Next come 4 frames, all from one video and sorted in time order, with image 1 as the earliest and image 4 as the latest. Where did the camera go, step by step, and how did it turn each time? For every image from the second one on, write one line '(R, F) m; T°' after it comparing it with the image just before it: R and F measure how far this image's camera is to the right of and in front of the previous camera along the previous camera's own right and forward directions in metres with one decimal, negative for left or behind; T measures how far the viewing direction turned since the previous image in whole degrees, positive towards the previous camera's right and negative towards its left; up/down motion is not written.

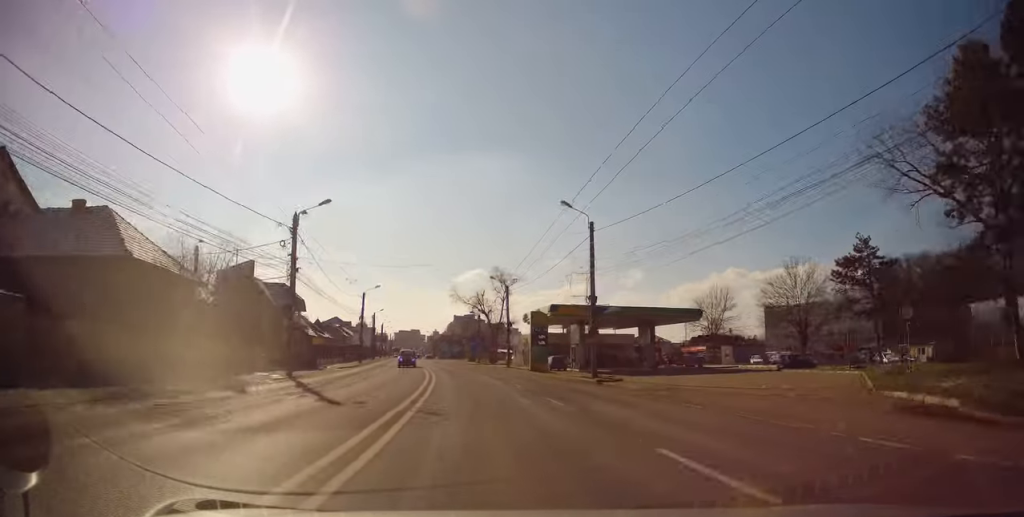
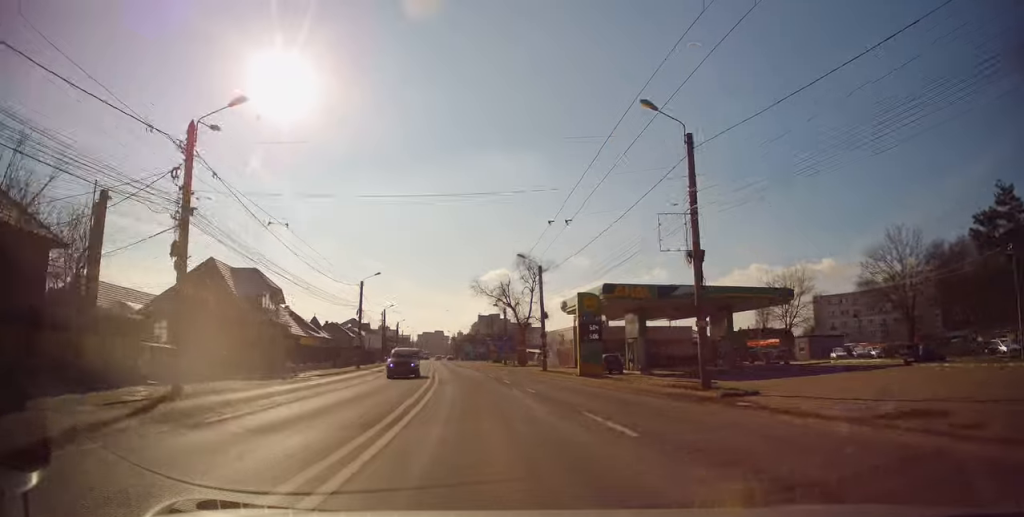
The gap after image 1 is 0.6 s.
(-0.4, +13.3) m; -2°
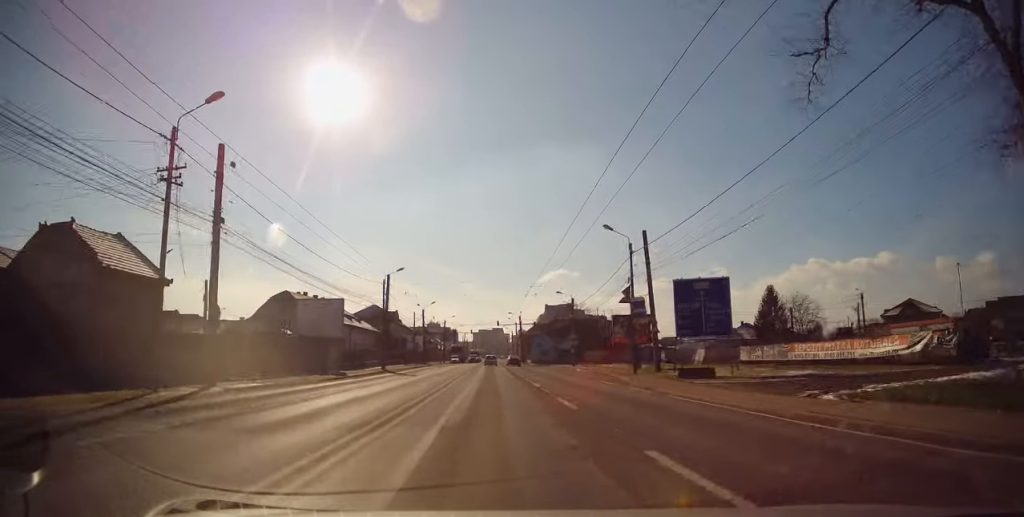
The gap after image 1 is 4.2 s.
(-4.7, +72.4) m; -5°
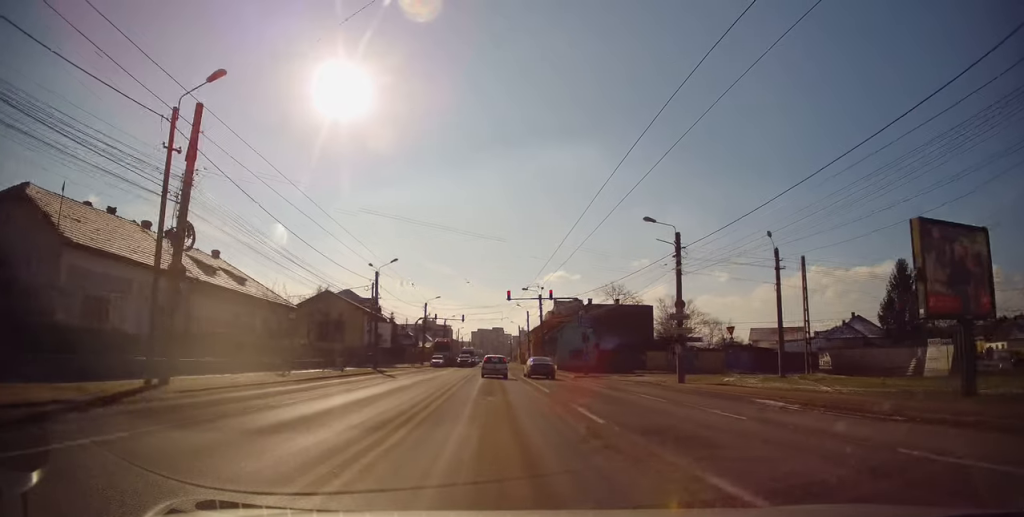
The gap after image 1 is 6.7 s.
(-1.1, +36.2) m; -2°
